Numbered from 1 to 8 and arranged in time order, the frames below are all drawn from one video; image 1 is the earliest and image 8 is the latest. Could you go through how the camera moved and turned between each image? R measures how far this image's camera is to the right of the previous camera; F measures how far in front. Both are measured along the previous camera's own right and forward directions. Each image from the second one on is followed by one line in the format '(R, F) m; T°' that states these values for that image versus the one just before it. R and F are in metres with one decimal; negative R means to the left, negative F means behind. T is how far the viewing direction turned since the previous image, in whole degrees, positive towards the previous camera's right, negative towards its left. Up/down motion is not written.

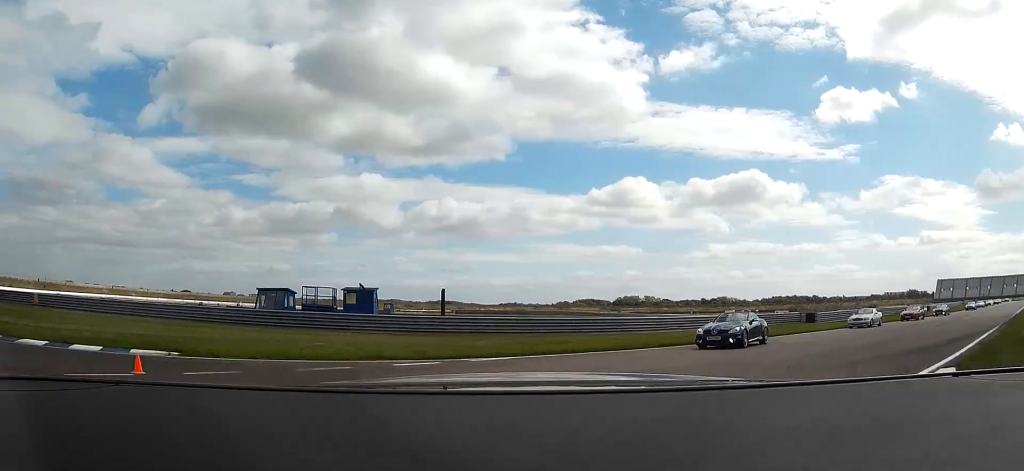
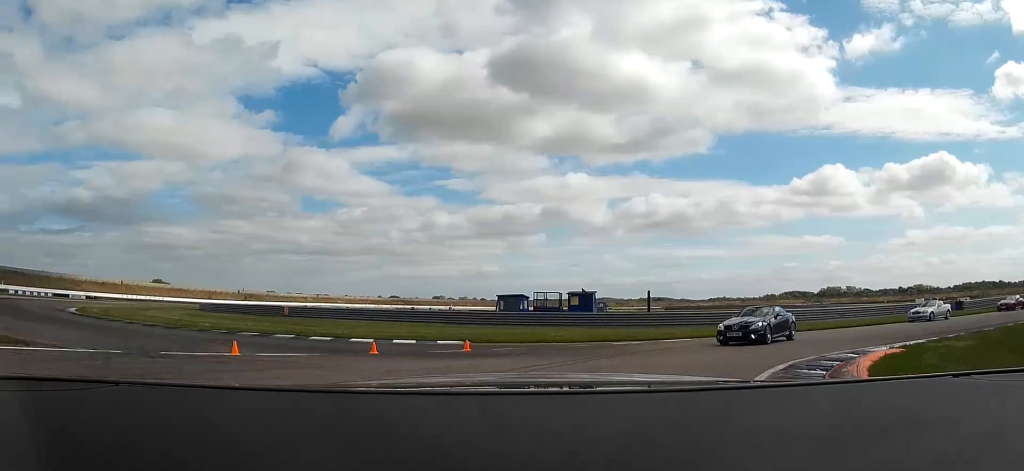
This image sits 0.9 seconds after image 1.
(-1.8, +8.5) m; -18°
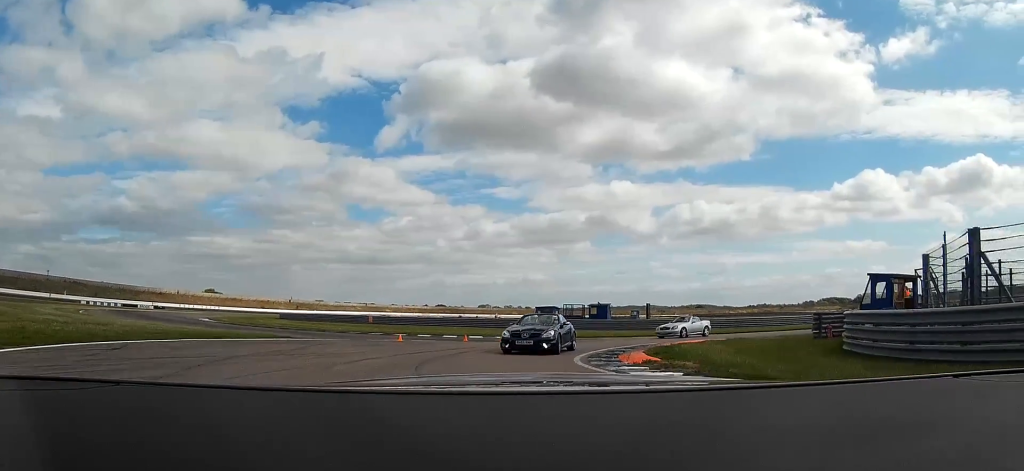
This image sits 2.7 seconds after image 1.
(-3.1, +14.6) m; -17°
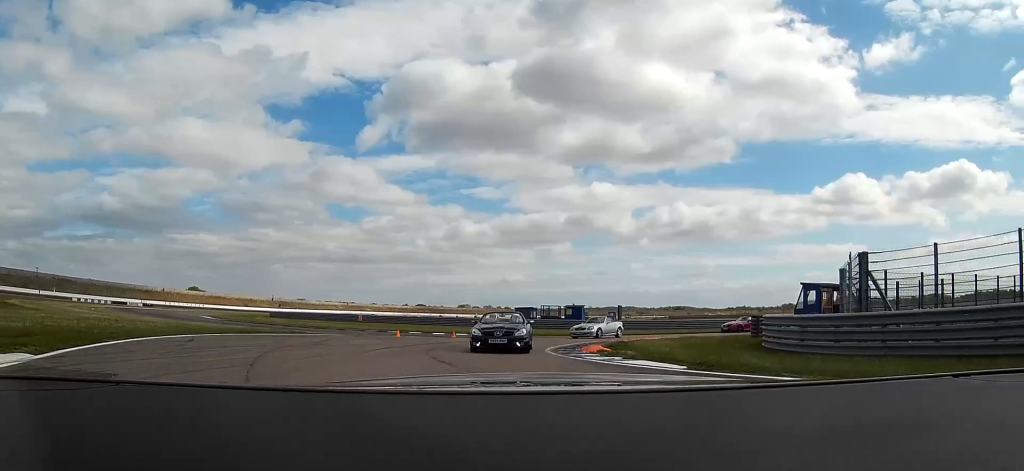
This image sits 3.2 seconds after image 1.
(-0.4, +4.6) m; 0°
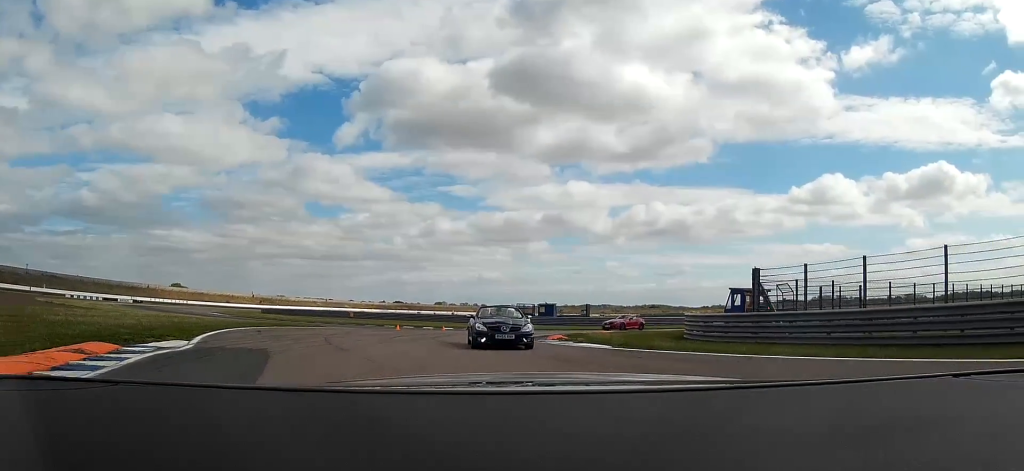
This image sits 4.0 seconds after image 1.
(+0.7, +7.1) m; +7°
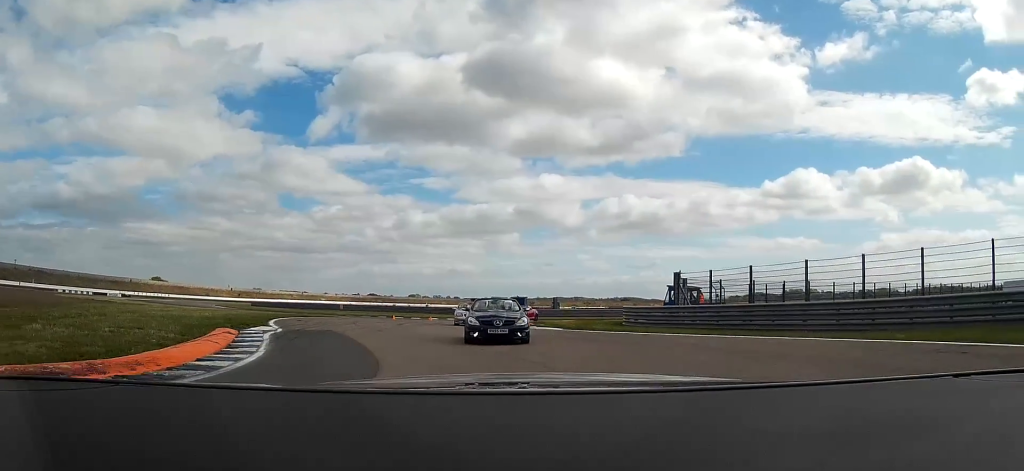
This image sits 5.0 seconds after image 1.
(+0.5, +8.4) m; +4°
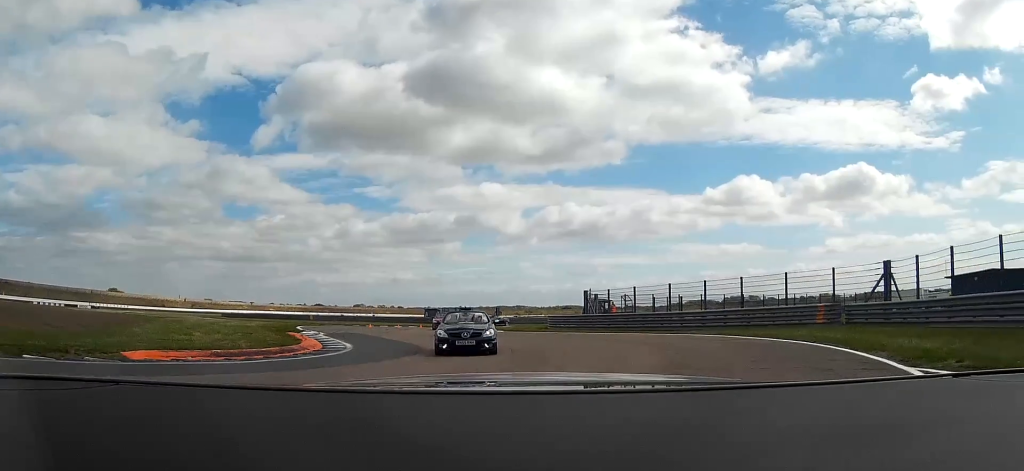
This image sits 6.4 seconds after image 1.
(+0.1, +12.0) m; 0°
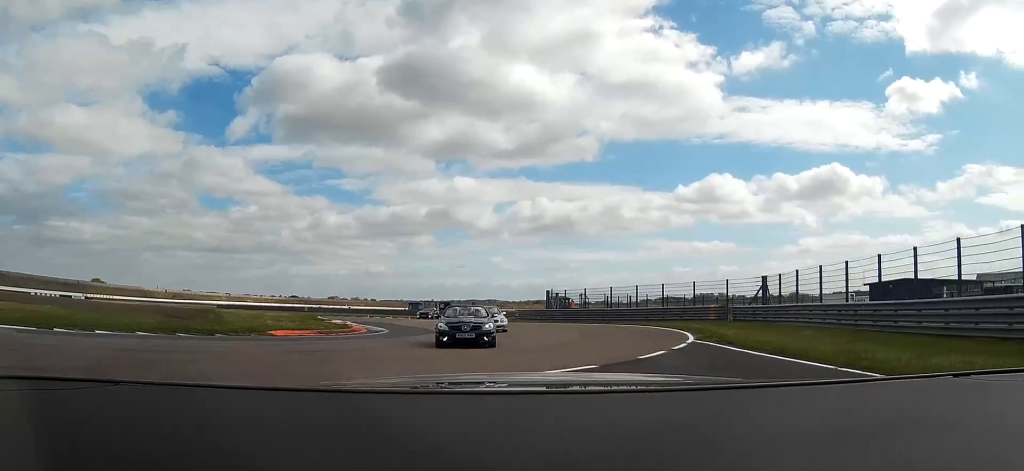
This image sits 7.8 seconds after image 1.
(0.0, +11.6) m; 0°
